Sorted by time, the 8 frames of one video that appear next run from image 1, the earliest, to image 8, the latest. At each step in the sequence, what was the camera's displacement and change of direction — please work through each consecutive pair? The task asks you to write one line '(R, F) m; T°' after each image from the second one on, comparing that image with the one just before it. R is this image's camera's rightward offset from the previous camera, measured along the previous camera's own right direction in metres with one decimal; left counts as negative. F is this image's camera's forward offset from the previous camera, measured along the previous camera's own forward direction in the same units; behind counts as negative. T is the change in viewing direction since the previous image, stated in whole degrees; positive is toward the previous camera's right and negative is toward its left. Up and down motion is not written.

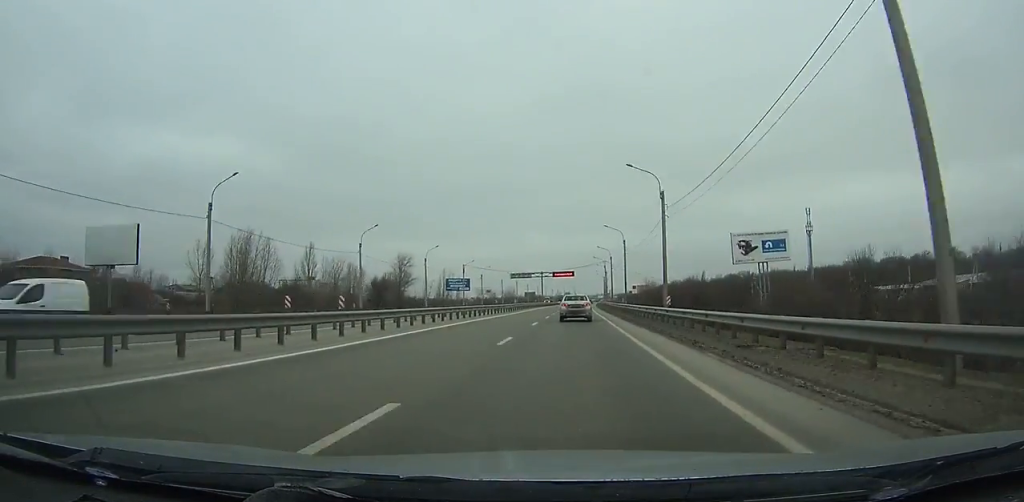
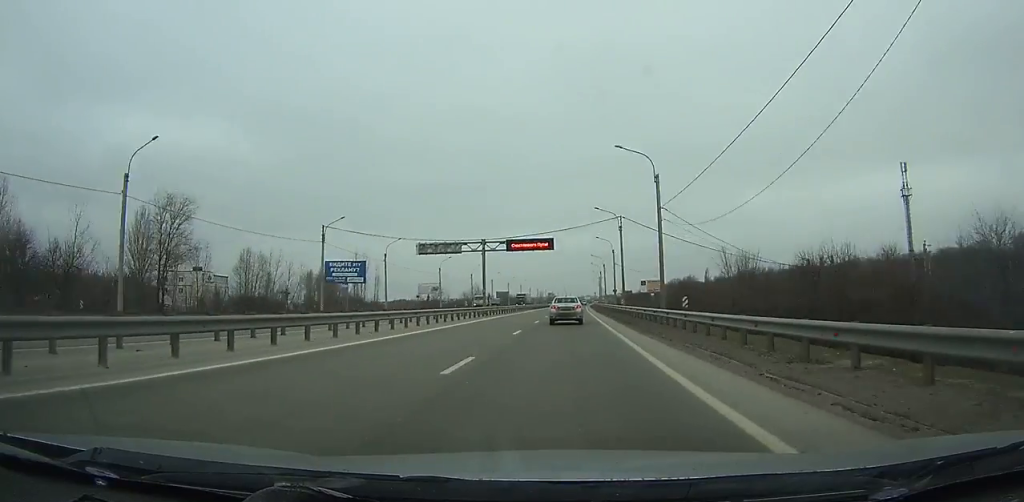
(+0.8, +64.4) m; +1°
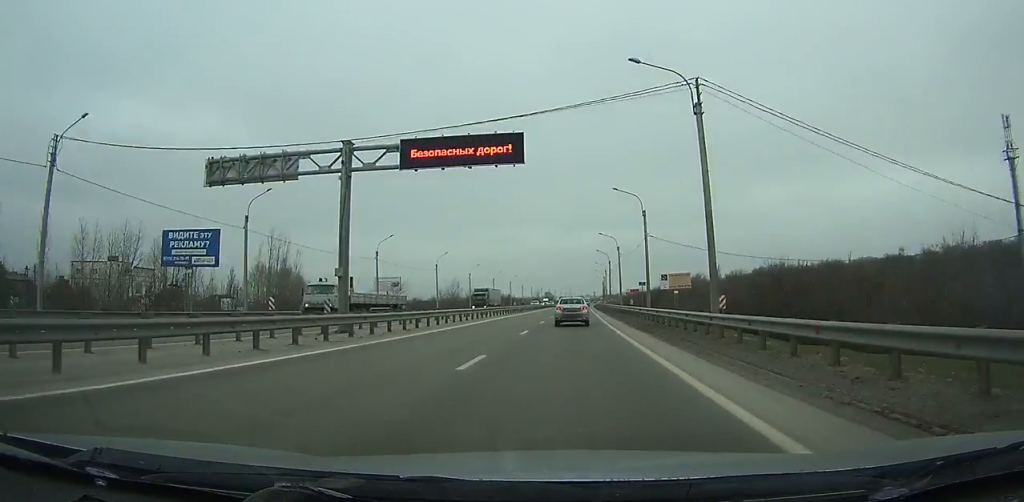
(+0.2, +34.4) m; 0°
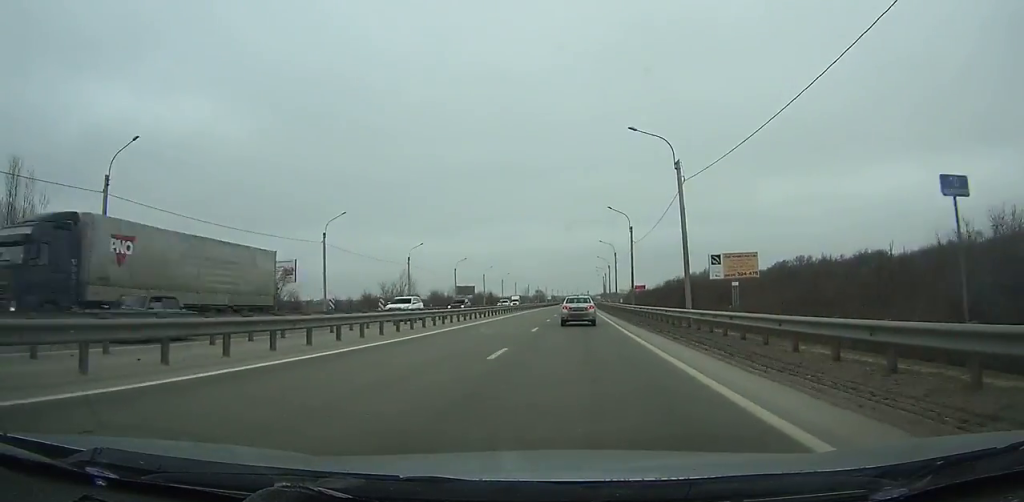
(+0.1, +45.3) m; +1°
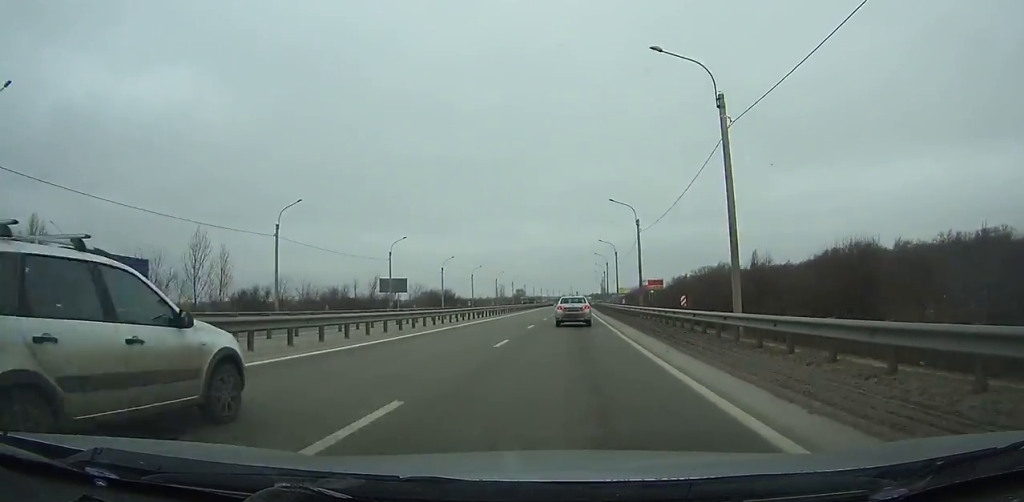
(+0.6, +69.1) m; +1°
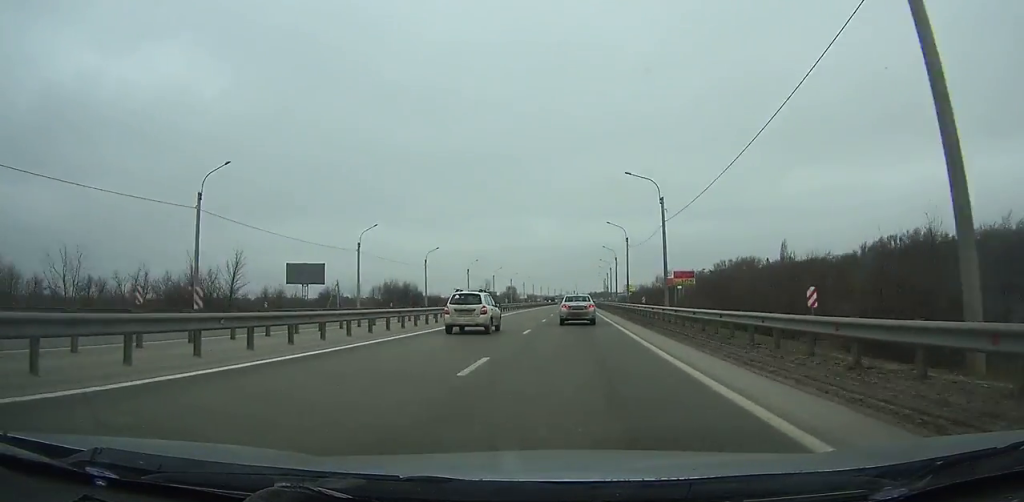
(+0.1, +43.2) m; 0°
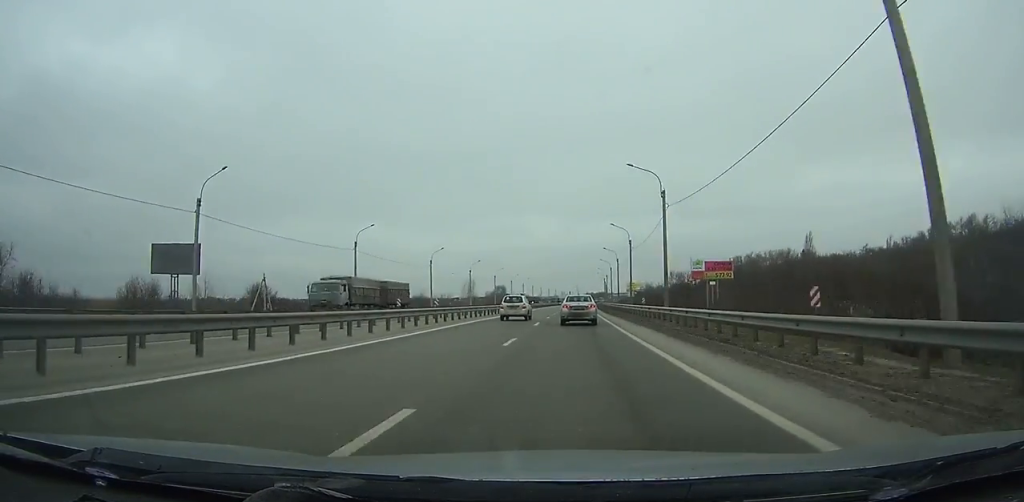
(-0.1, +30.2) m; 0°
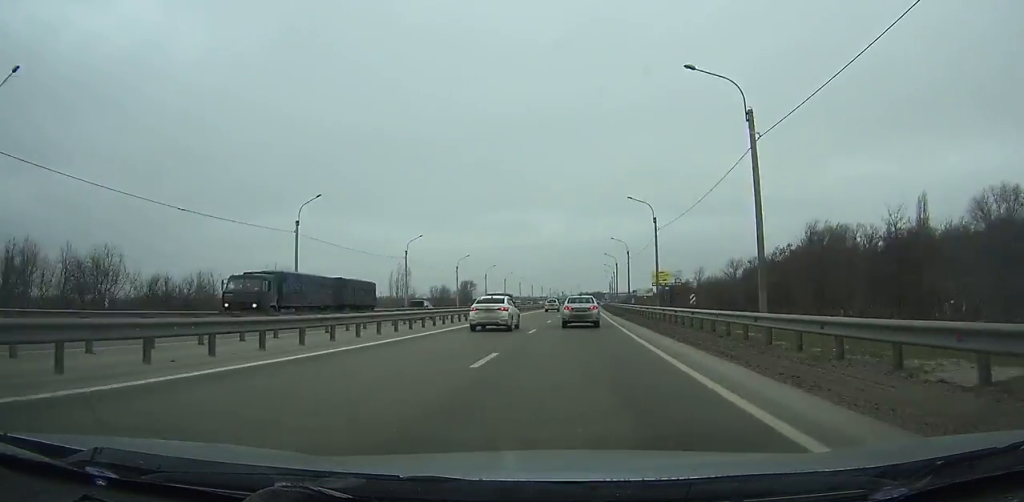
(+0.9, +77.4) m; +1°
